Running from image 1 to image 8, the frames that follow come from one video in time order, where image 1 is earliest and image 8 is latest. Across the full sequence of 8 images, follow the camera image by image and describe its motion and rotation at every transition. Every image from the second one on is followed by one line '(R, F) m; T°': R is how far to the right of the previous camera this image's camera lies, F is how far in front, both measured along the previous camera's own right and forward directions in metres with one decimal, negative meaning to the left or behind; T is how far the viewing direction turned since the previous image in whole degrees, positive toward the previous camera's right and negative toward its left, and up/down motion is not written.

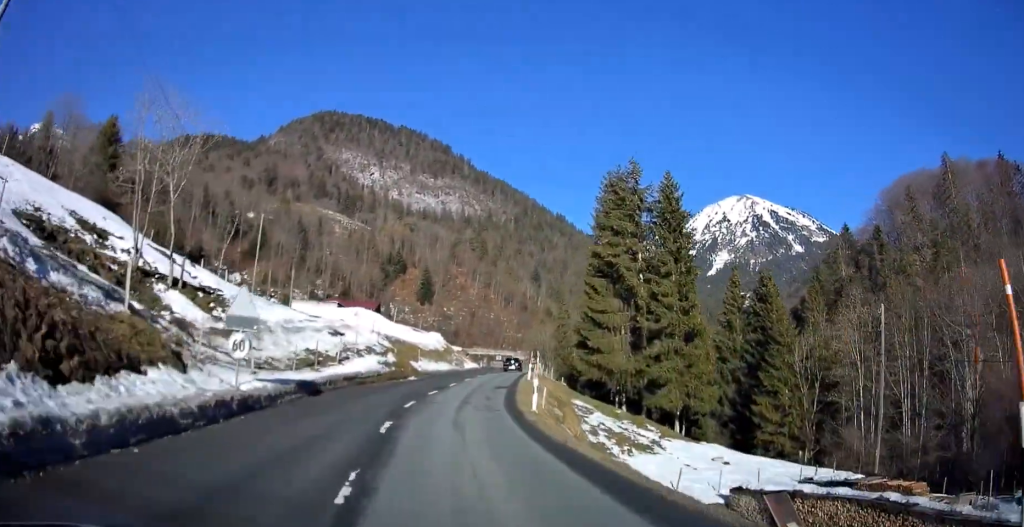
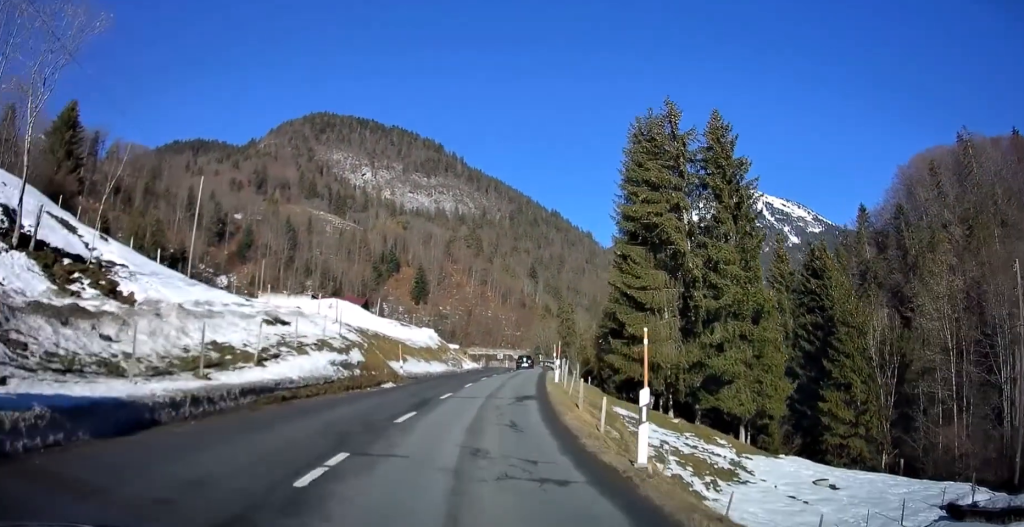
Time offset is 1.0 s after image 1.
(-0.3, +11.3) m; 0°
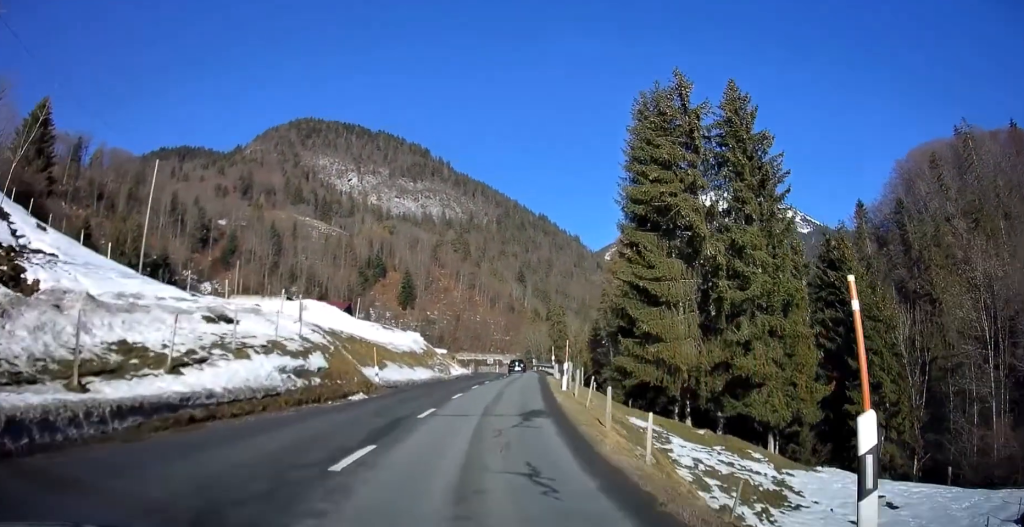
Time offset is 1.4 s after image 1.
(+0.1, +5.2) m; +1°
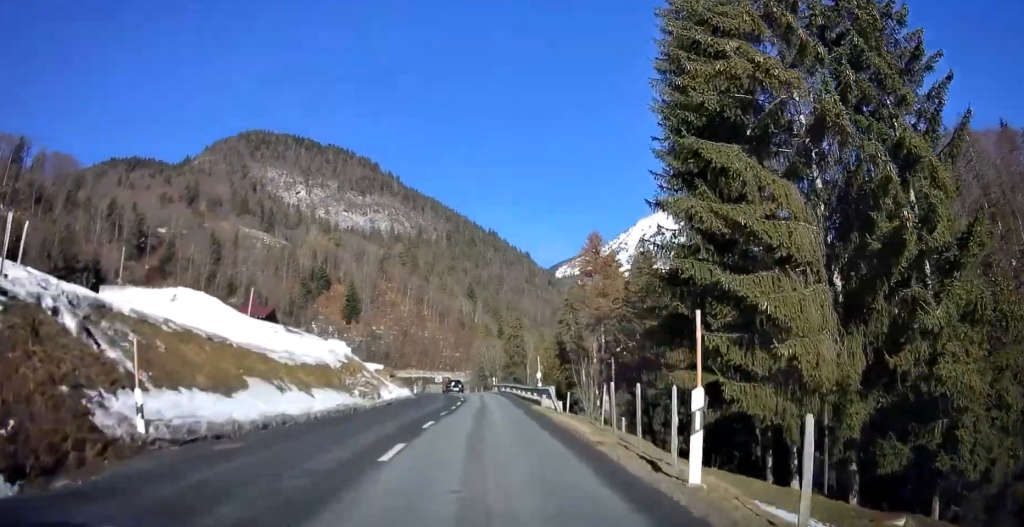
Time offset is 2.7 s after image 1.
(+0.4, +16.0) m; +3°
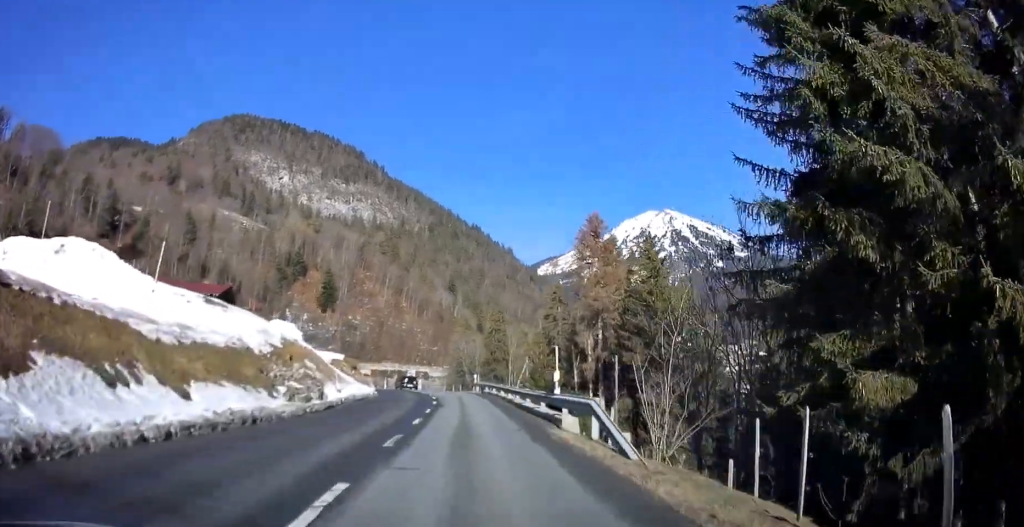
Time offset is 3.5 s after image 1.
(+0.2, +10.0) m; +2°
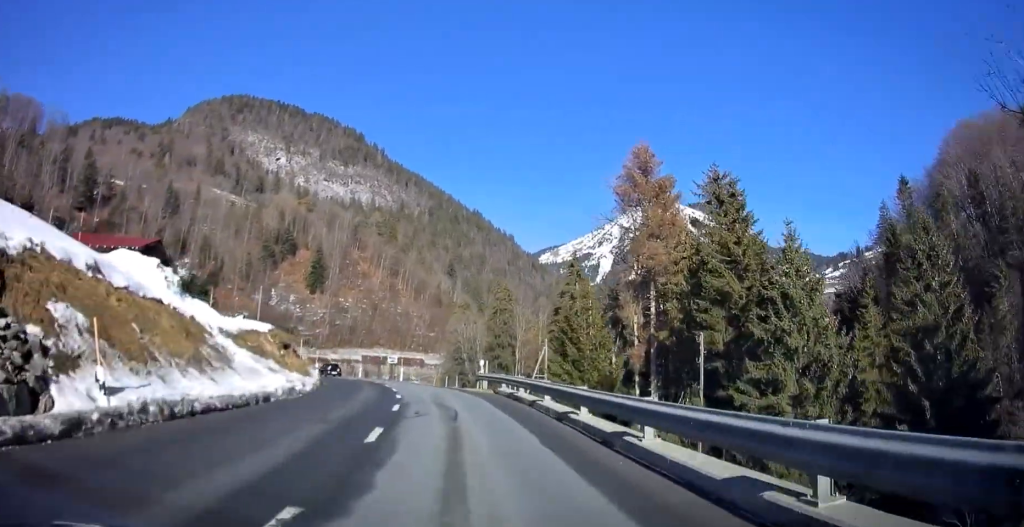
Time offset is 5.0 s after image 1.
(+0.4, +19.4) m; 0°
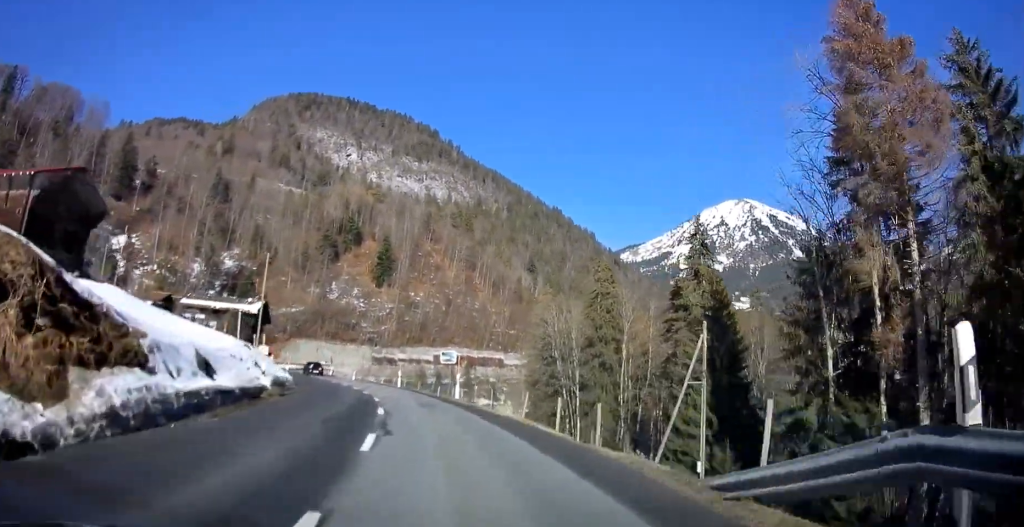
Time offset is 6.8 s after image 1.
(-1.2, +24.6) m; -7°
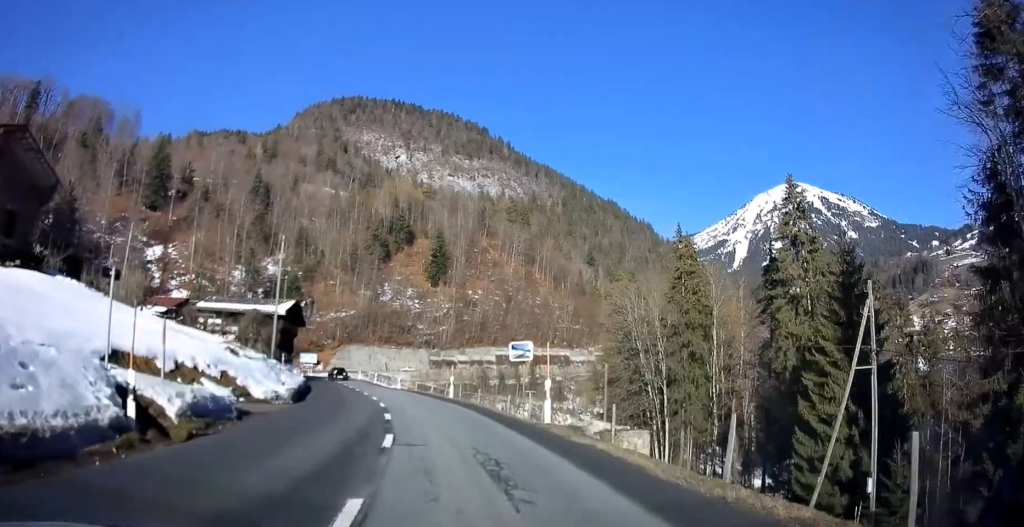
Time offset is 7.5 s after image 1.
(-0.4, +10.7) m; -5°
